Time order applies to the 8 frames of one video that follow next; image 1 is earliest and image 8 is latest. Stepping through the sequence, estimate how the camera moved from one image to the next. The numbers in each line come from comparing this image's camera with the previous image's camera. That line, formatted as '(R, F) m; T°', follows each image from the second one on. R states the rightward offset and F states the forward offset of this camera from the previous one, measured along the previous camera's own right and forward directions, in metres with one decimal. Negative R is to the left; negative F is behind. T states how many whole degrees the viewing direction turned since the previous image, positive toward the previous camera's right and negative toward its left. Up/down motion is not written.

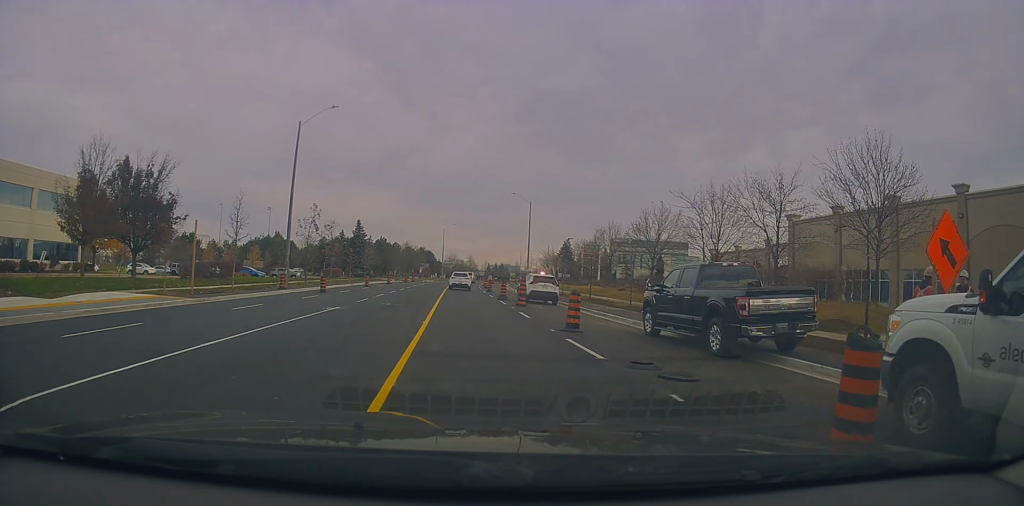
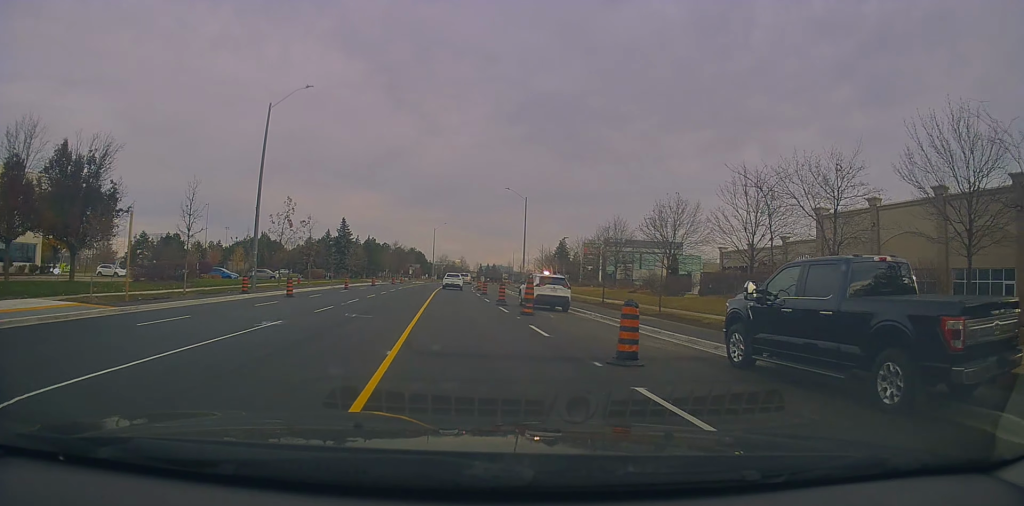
(+0.4, +5.5) m; +5°
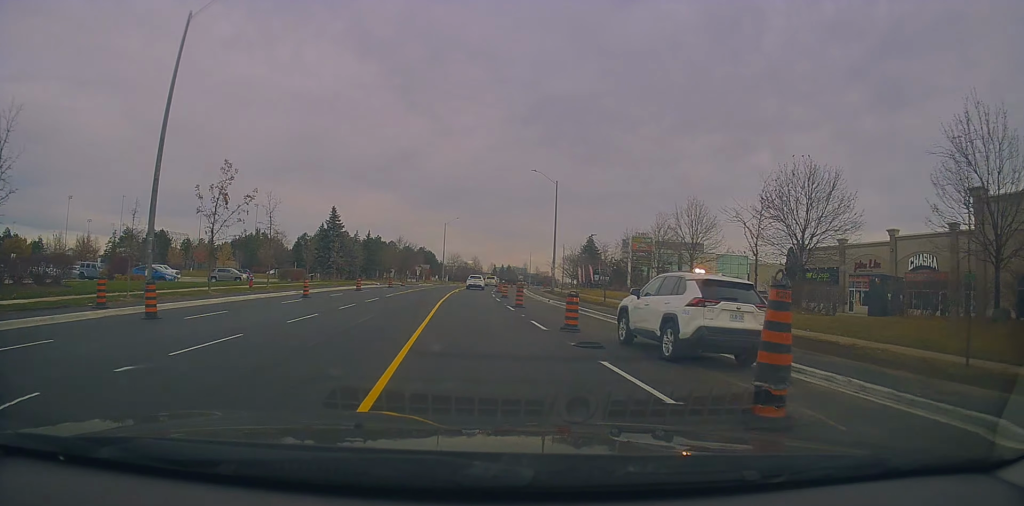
(+0.6, +14.2) m; 0°
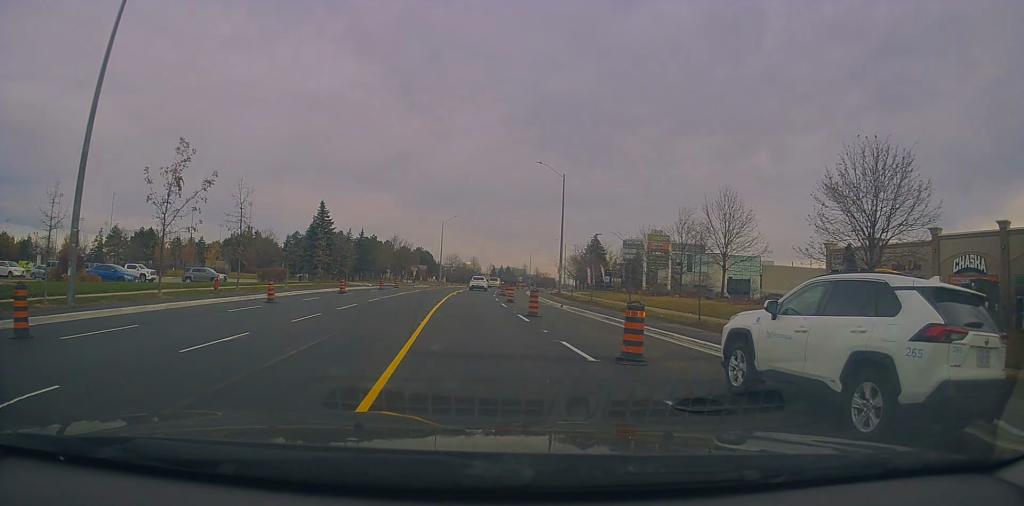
(-0.2, +5.3) m; -1°
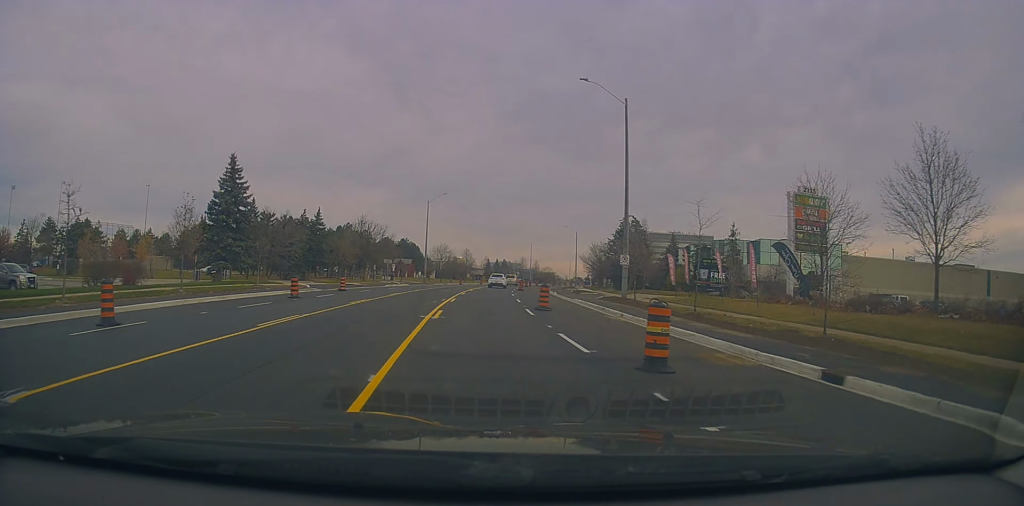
(-0.3, +25.2) m; 0°
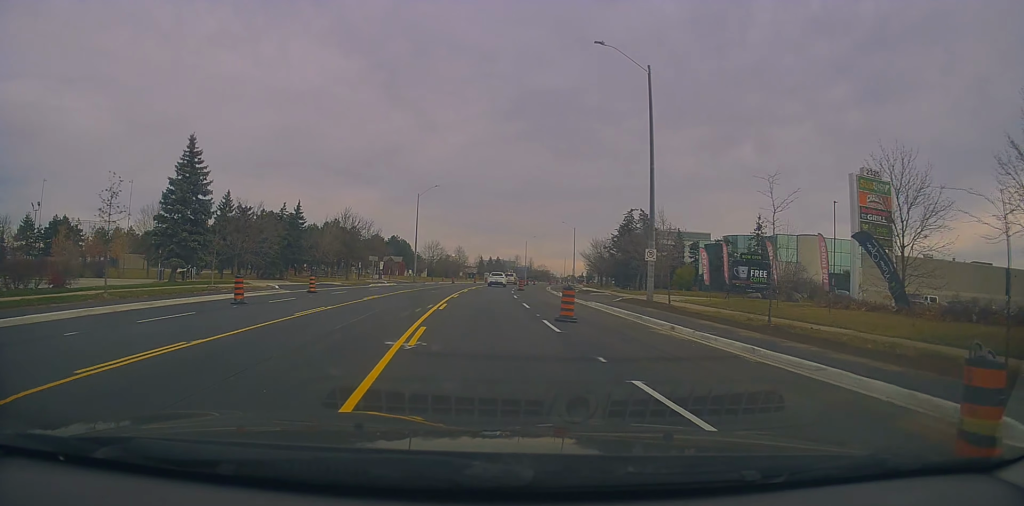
(0.0, +5.8) m; 0°
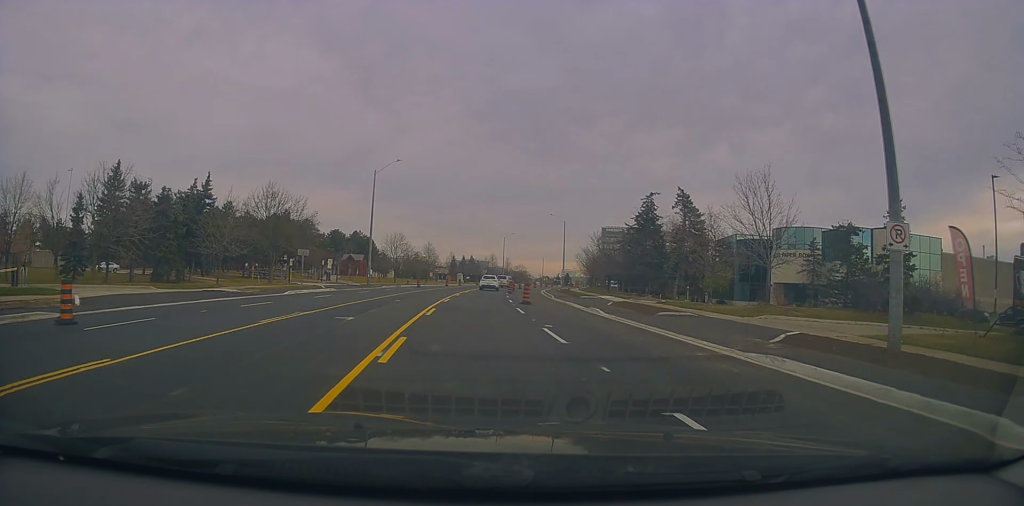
(+0.3, +20.2) m; +3°
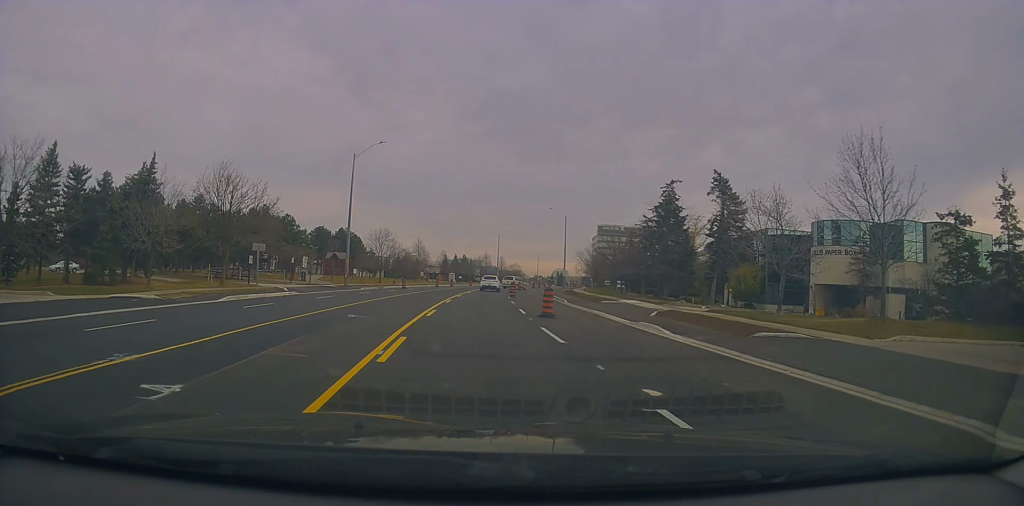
(-0.1, +9.4) m; +3°
